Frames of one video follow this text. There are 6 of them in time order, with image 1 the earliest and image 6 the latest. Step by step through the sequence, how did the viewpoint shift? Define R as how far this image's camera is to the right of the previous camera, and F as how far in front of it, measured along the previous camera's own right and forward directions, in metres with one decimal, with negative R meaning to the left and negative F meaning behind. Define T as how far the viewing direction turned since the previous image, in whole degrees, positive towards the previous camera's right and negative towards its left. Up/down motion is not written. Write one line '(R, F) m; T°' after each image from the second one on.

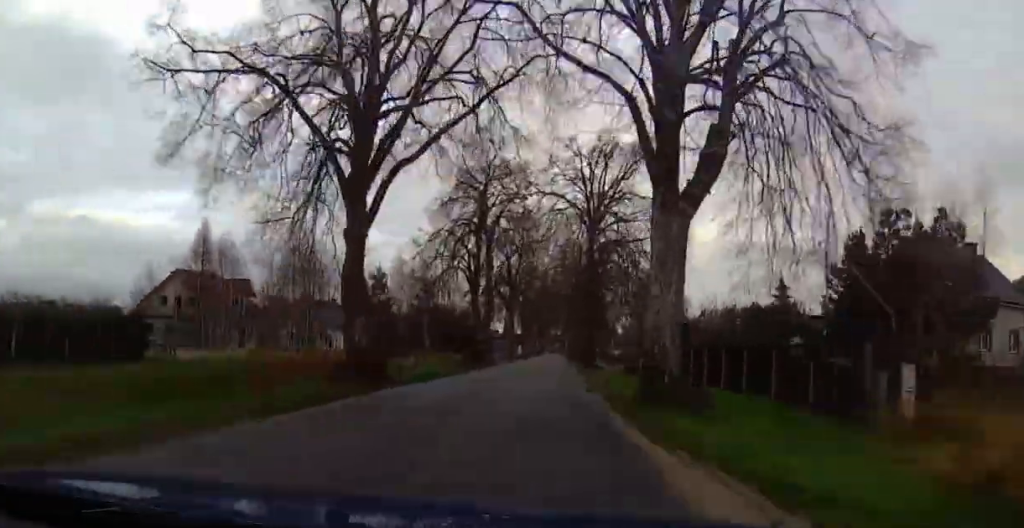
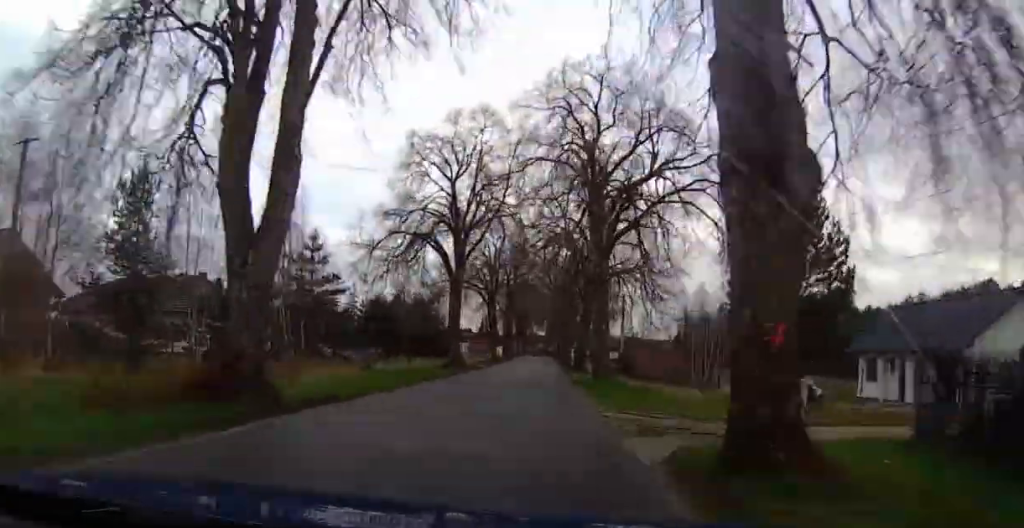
(0.0, +45.3) m; 0°
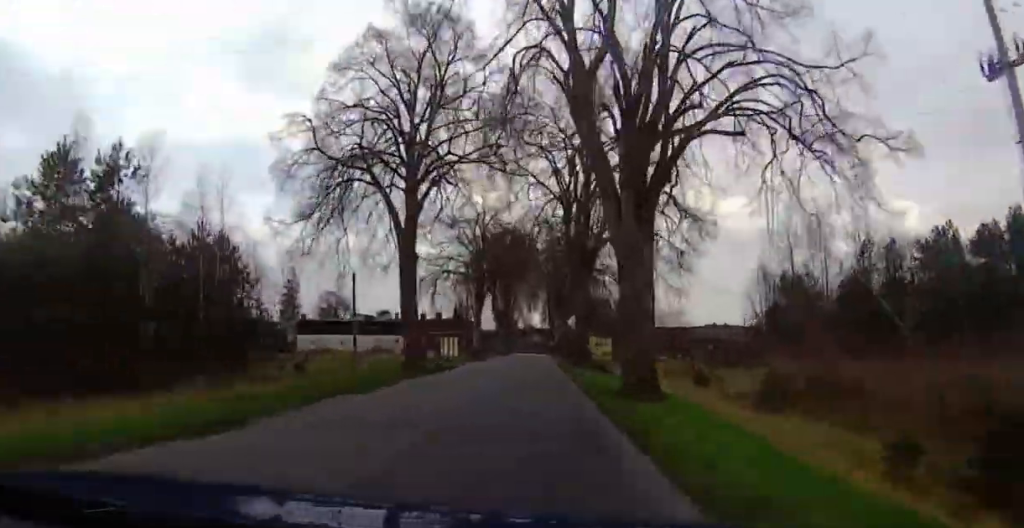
(-0.6, +81.1) m; -3°
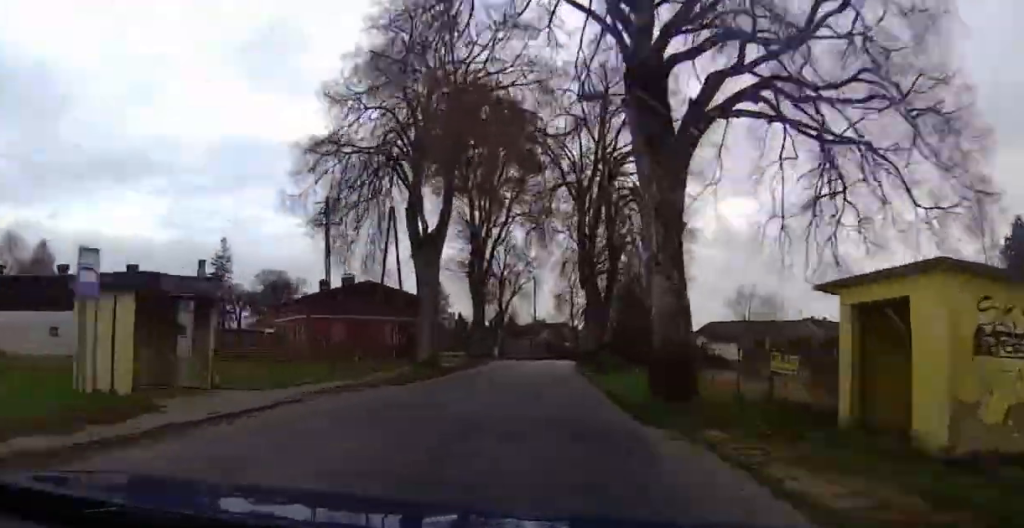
(-2.4, +62.1) m; -1°
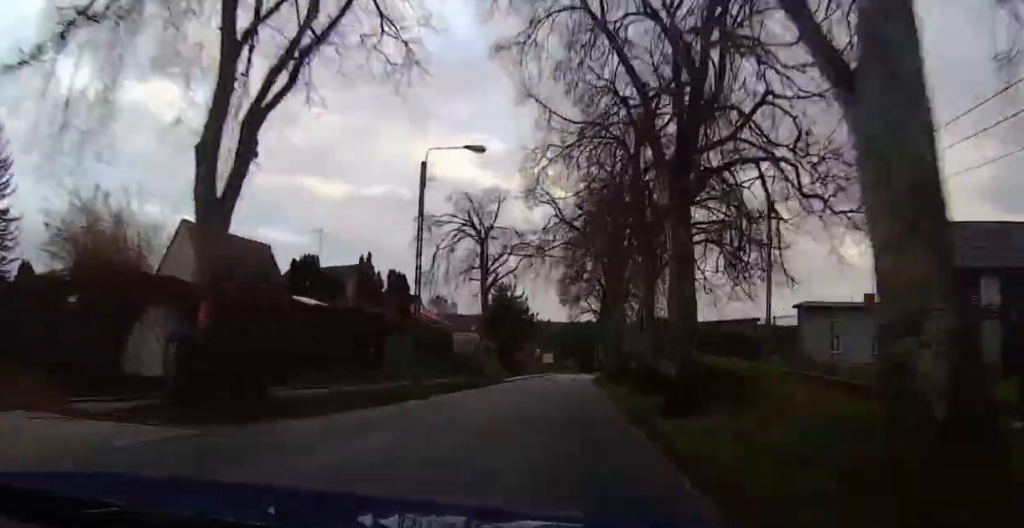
(+6.1, +89.9) m; +10°
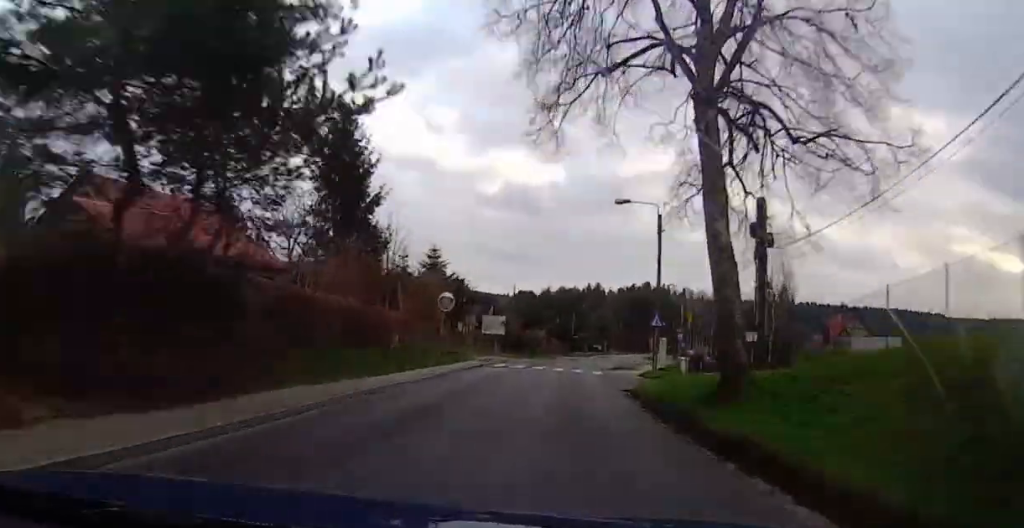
(+4.5, +63.4) m; +3°
